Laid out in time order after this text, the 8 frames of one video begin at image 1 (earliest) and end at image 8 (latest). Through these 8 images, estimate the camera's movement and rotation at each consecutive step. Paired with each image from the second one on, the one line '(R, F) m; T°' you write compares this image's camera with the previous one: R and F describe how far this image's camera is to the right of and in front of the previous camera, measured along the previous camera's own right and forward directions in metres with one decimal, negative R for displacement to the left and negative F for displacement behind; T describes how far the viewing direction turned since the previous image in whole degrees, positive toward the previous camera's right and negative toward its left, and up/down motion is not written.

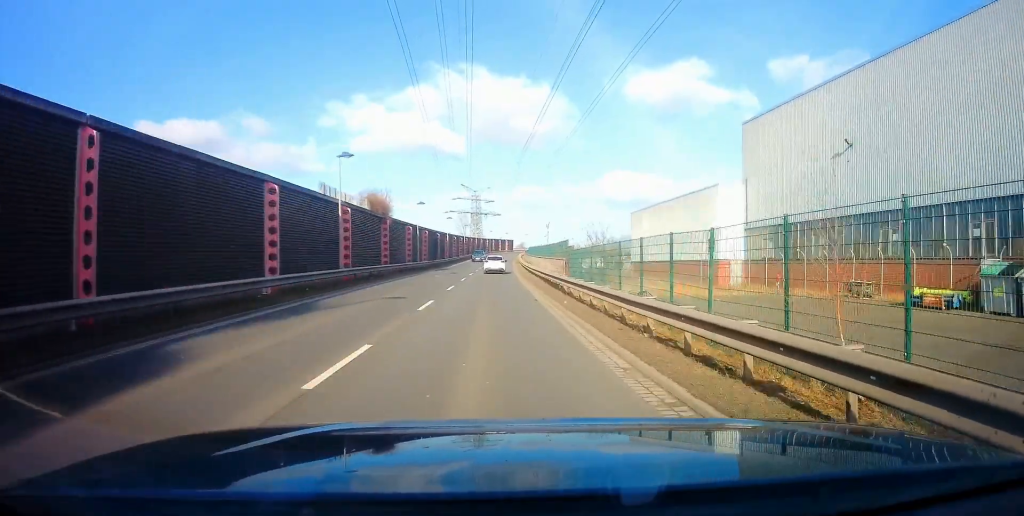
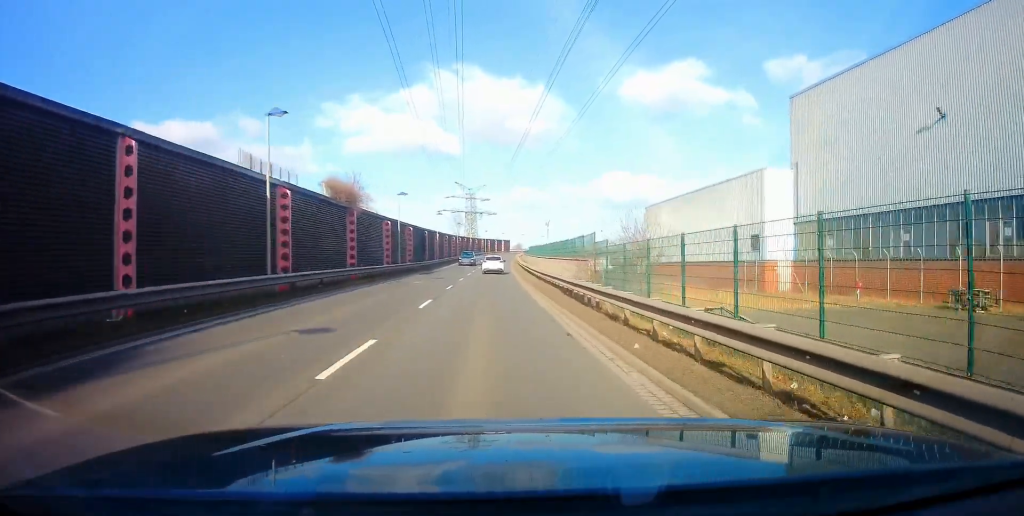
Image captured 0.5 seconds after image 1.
(0.0, +8.7) m; 0°
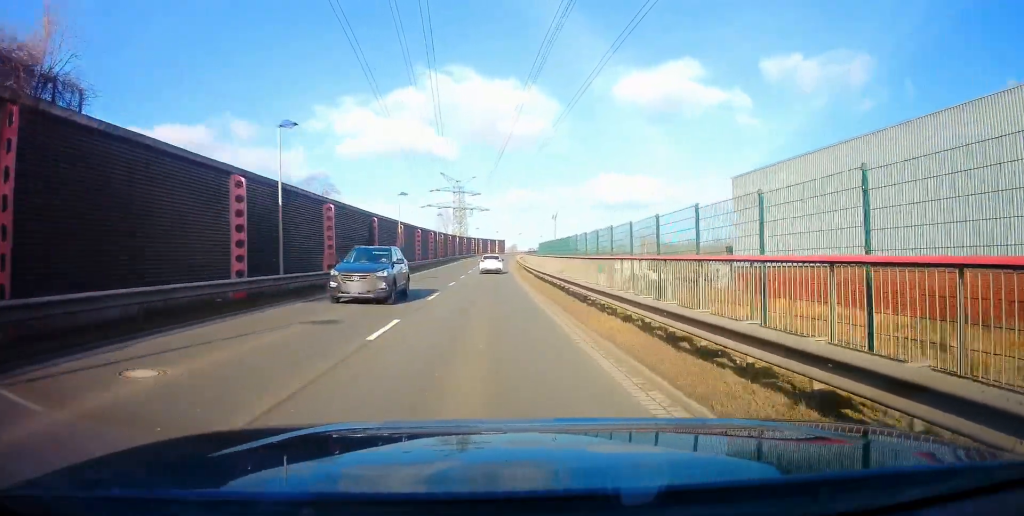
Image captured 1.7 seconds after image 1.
(+0.4, +24.2) m; +2°
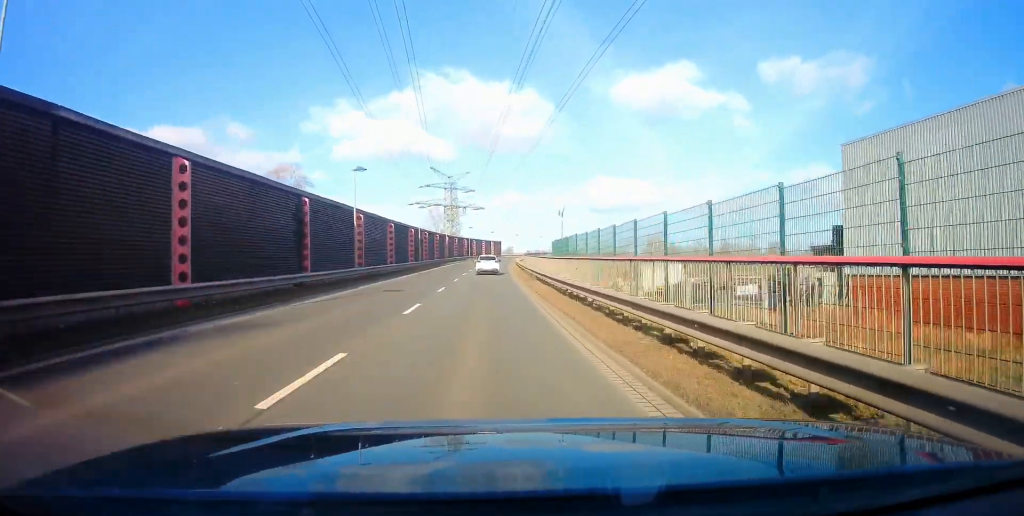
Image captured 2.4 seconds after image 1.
(0.0, +13.5) m; +1°
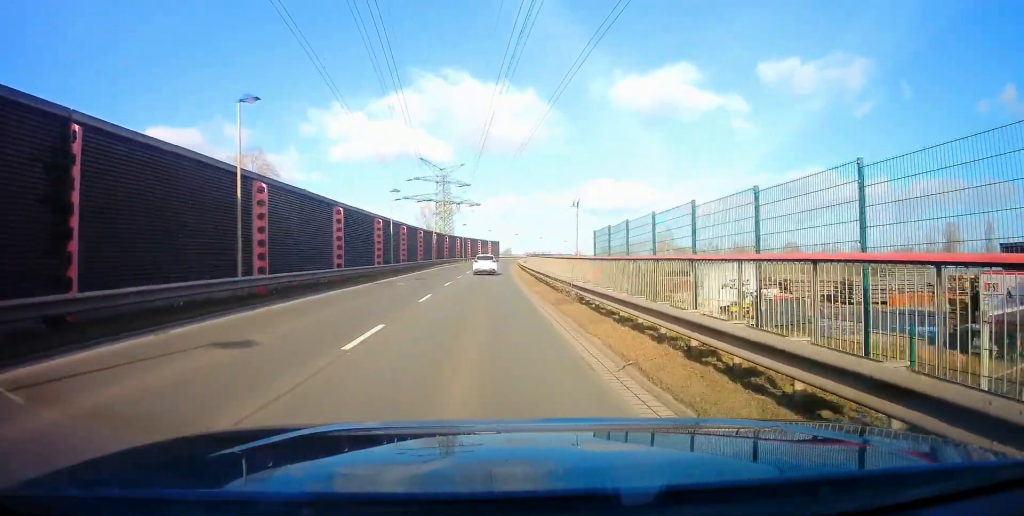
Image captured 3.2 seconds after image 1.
(+0.3, +14.5) m; 0°
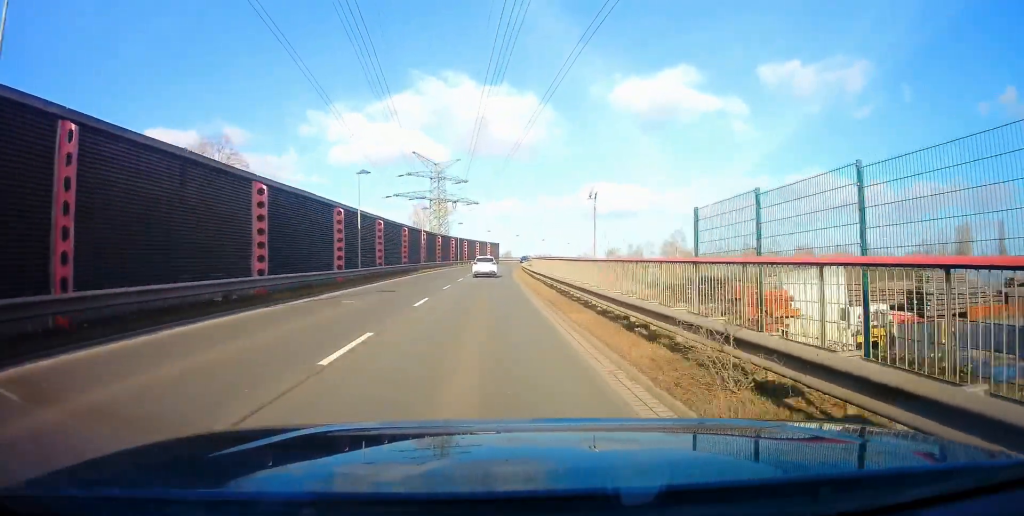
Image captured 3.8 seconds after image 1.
(-0.2, +10.0) m; 0°
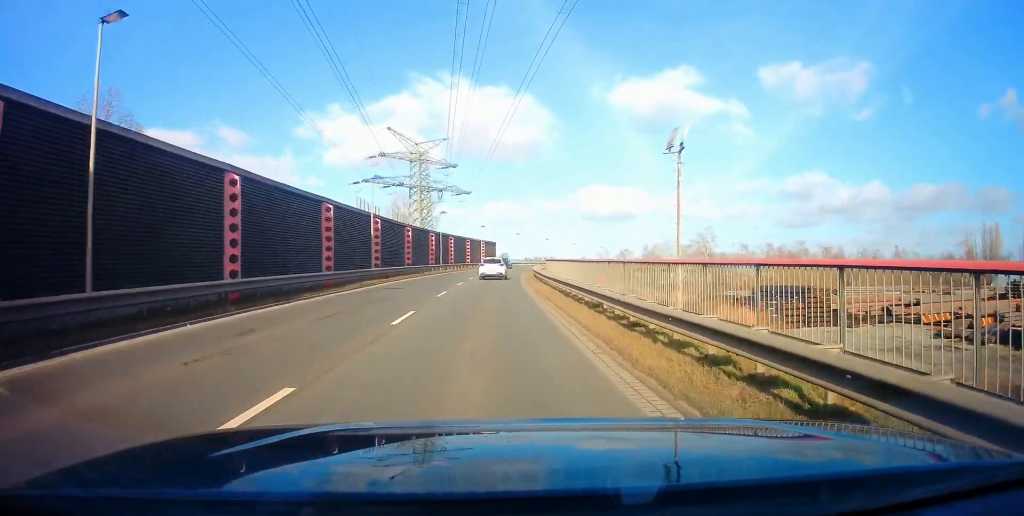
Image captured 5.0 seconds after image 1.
(+0.1, +22.1) m; +2°
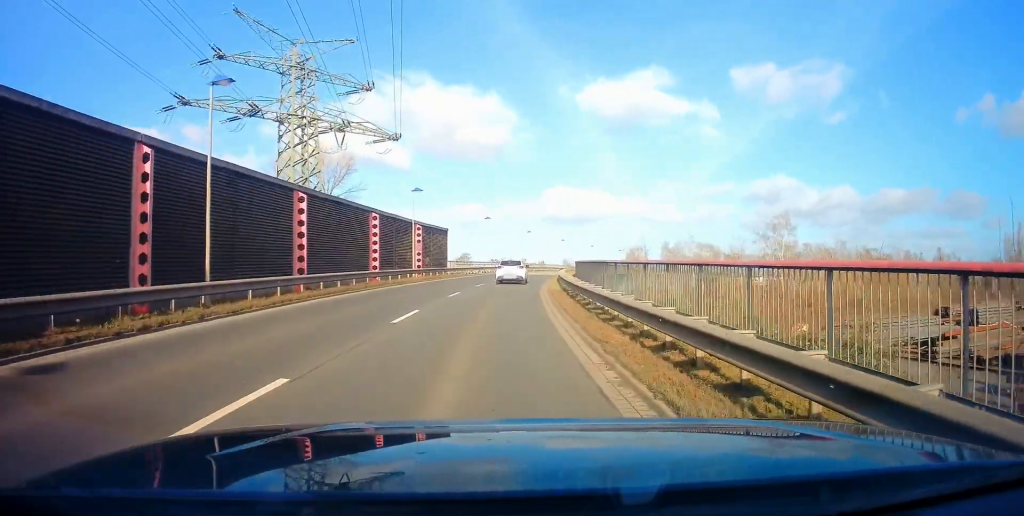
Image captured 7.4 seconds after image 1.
(+1.2, +43.9) m; +4°
